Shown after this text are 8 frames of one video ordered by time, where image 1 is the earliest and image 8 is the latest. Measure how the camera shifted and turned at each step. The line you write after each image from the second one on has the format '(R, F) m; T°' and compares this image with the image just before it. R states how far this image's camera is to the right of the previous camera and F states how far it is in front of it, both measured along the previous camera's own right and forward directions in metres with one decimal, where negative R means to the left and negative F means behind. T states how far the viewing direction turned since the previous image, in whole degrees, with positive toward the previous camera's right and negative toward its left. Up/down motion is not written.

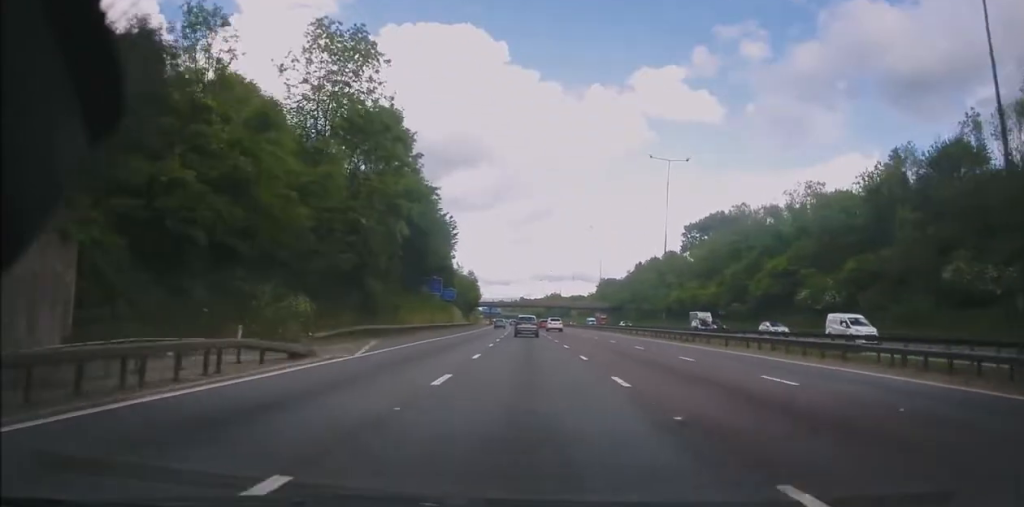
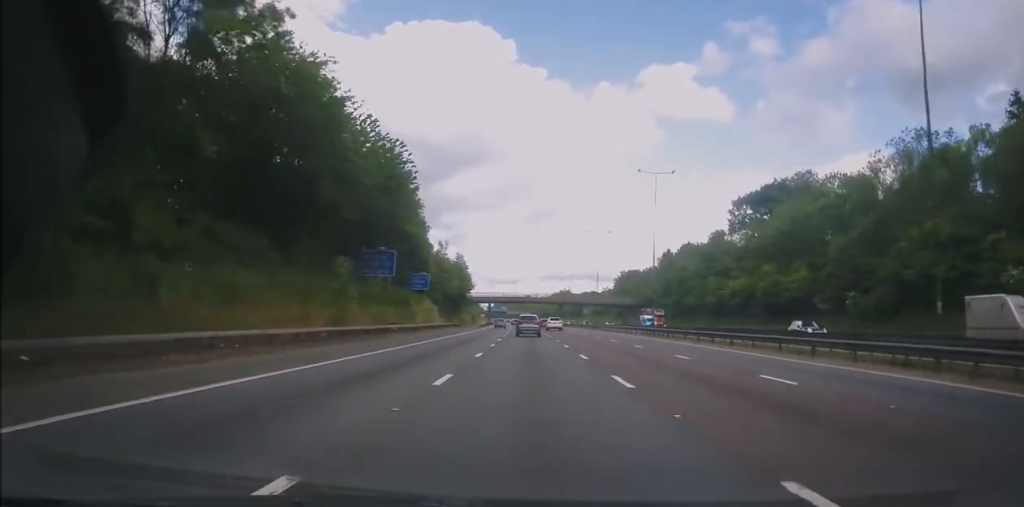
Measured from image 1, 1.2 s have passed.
(+0.4, +35.2) m; -1°
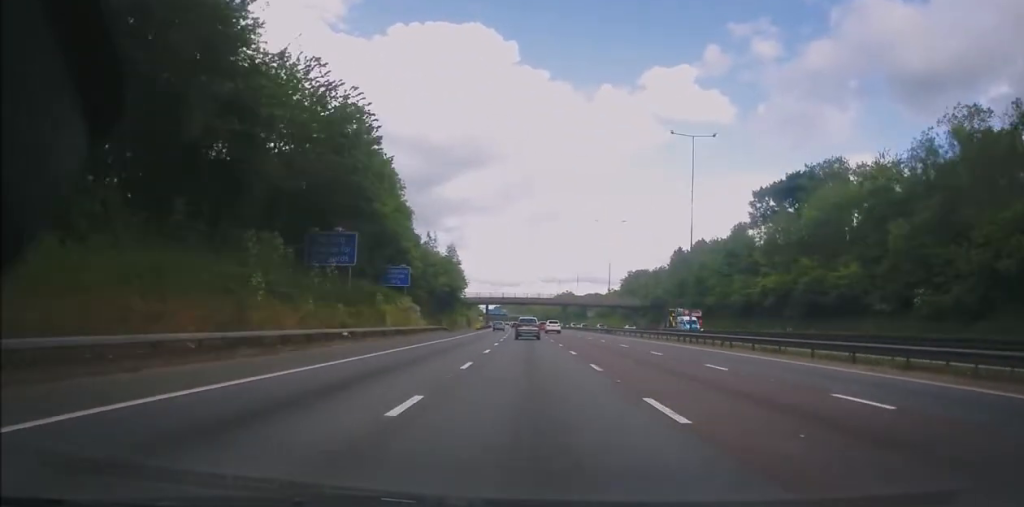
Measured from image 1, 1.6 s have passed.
(-0.5, +12.6) m; 0°
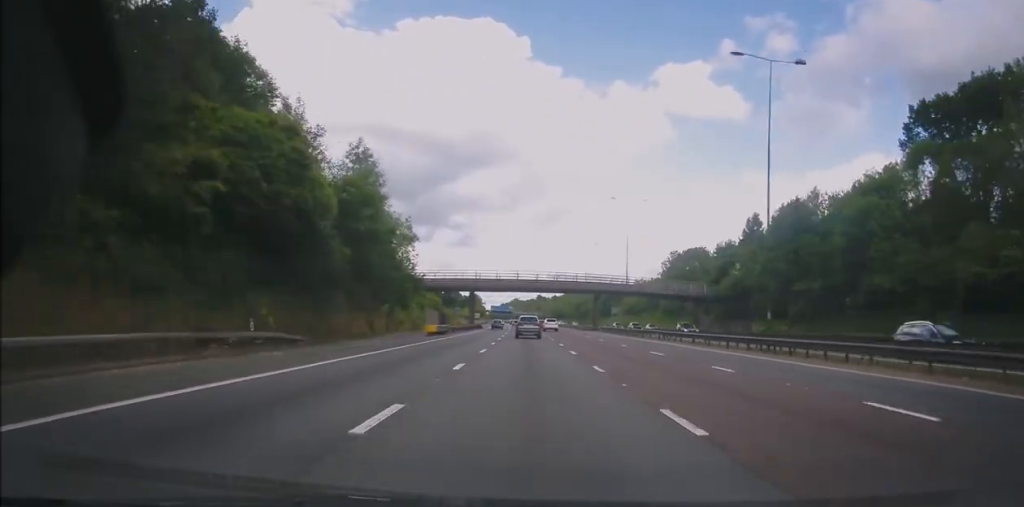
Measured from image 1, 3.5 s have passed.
(-0.4, +53.3) m; -1°
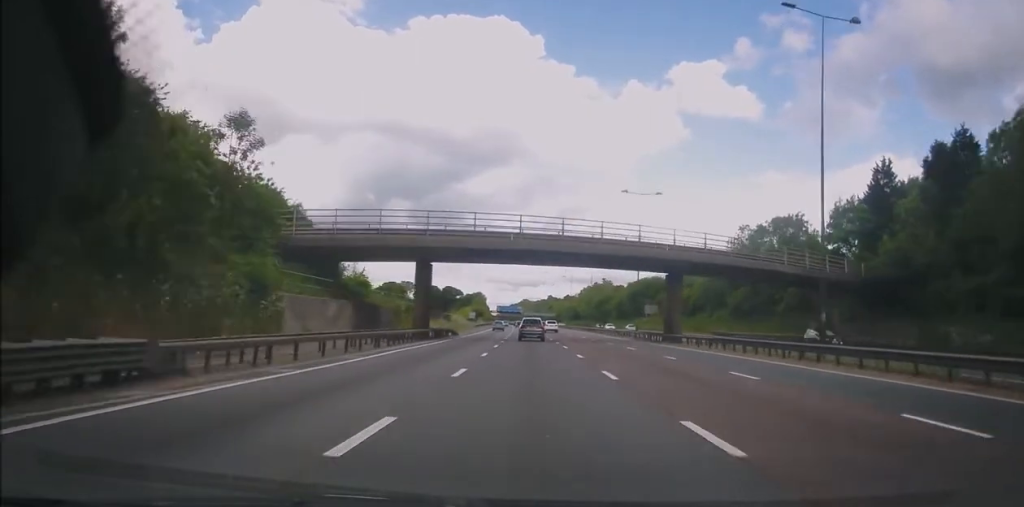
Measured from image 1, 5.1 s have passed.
(-0.6, +46.0) m; -1°
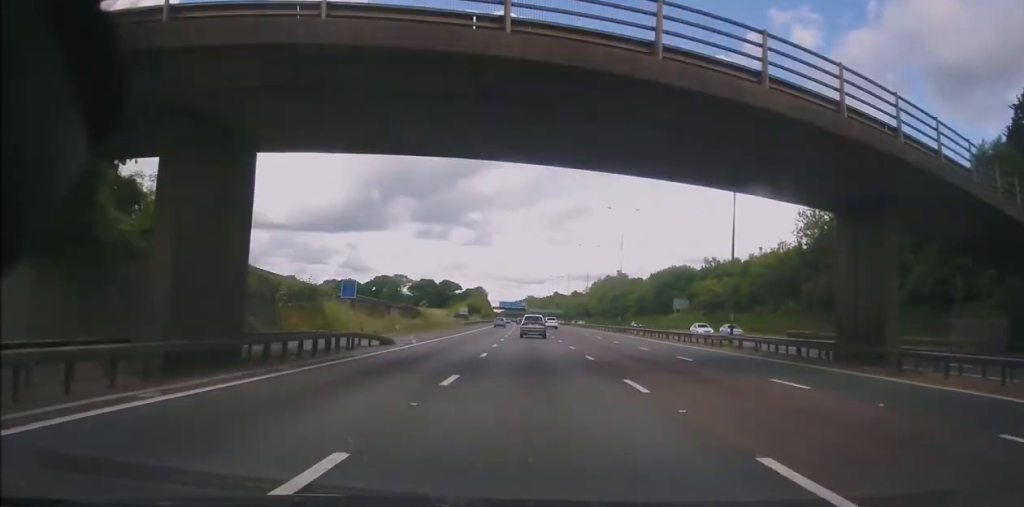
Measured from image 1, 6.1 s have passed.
(0.0, +29.5) m; 0°
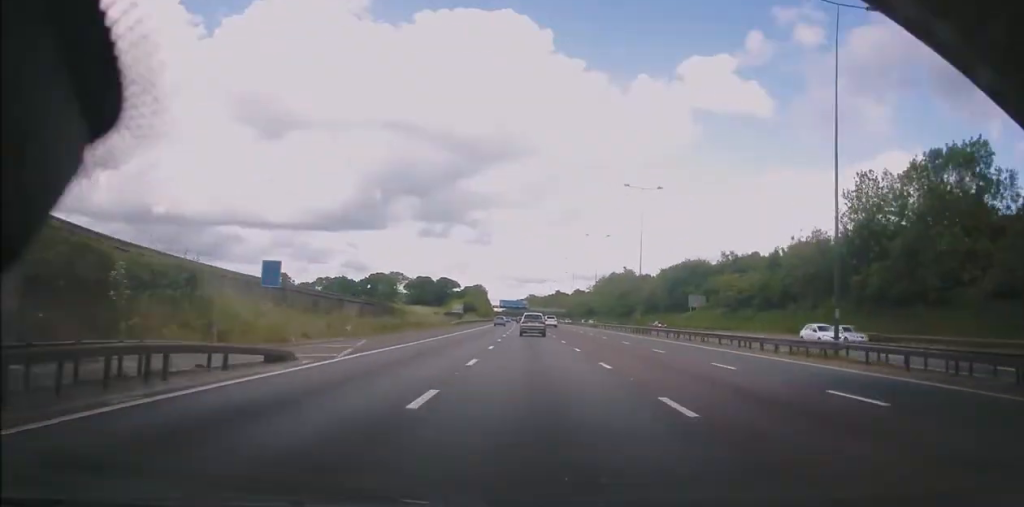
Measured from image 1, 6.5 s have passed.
(0.0, +11.4) m; 0°
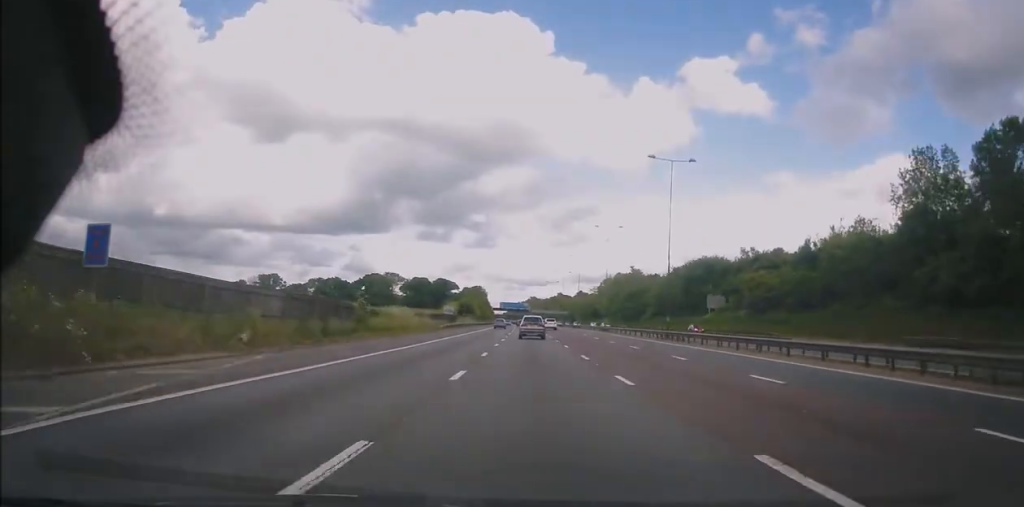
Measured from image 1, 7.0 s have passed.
(0.0, +13.2) m; 0°
